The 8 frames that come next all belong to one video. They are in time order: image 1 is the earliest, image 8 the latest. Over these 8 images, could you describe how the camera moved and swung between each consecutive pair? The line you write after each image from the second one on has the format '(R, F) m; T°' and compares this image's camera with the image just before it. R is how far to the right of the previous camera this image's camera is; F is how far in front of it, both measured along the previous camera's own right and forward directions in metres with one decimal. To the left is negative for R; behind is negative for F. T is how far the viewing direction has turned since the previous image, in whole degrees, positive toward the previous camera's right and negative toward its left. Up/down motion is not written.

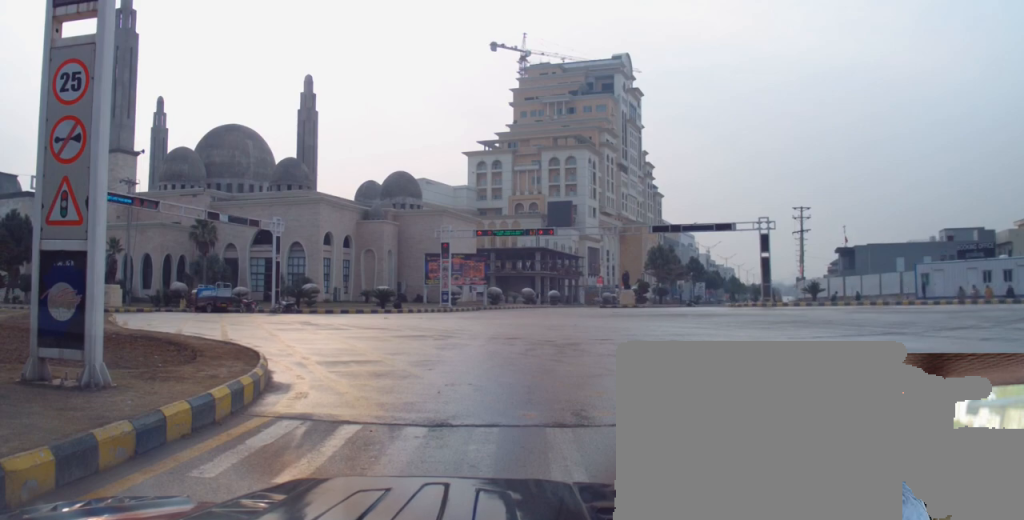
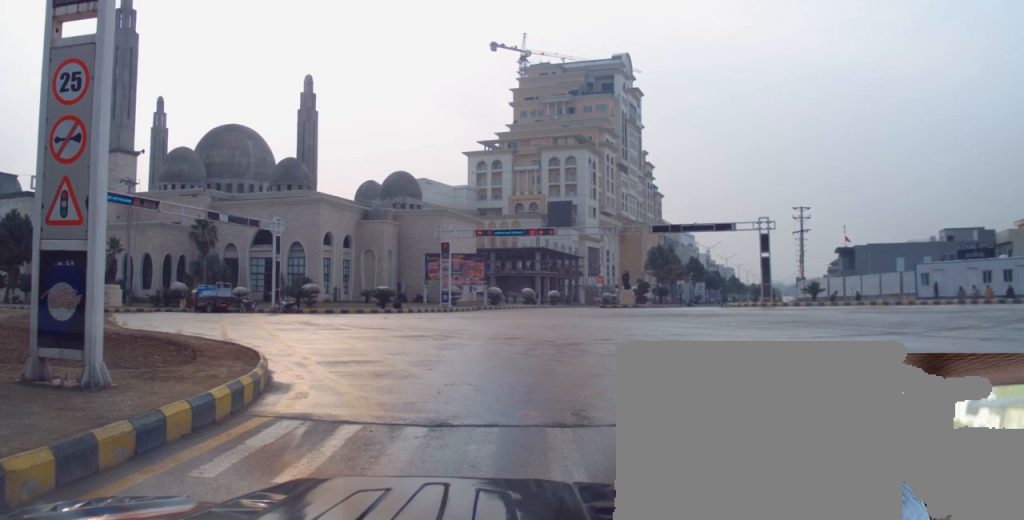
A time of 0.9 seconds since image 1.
(0.0, 0.0) m; 0°
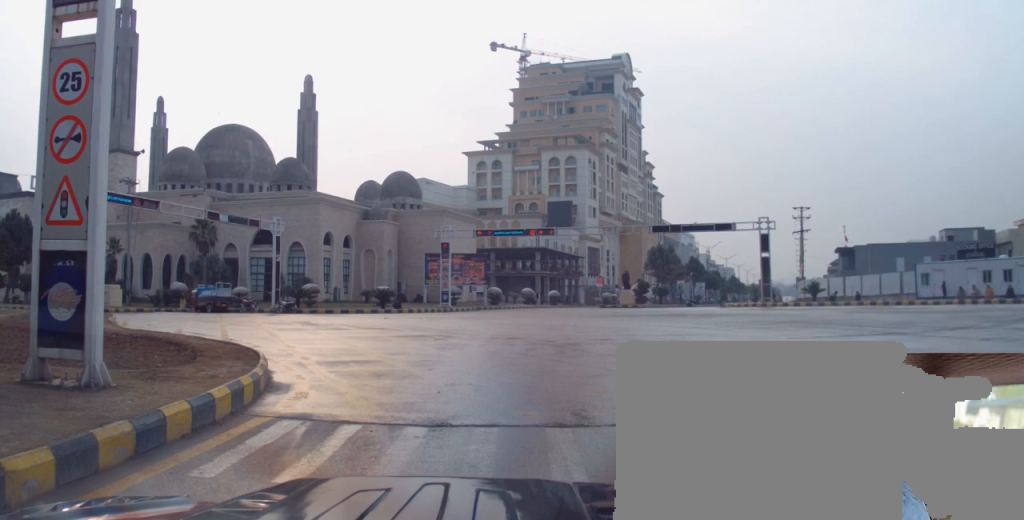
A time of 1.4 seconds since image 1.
(0.0, 0.0) m; 0°
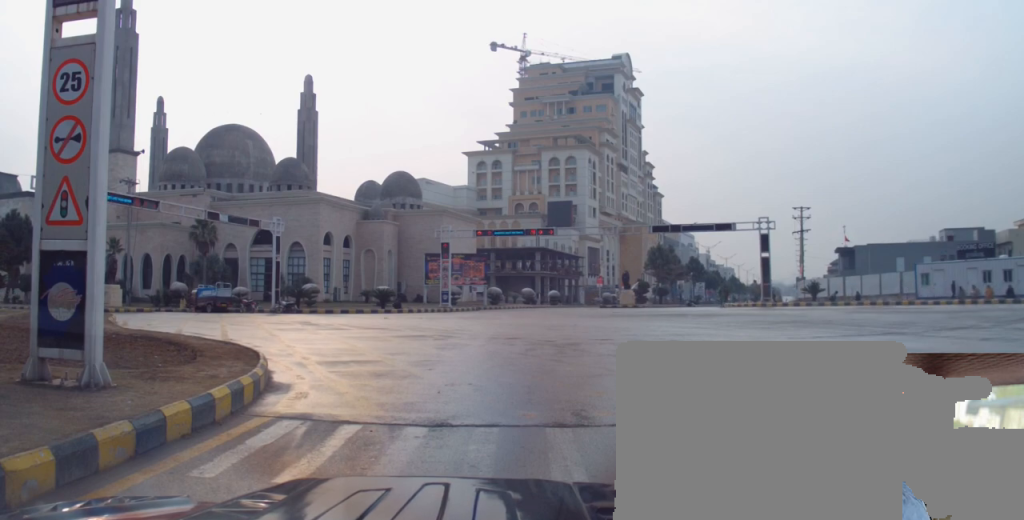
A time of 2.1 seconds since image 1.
(0.0, 0.0) m; 0°
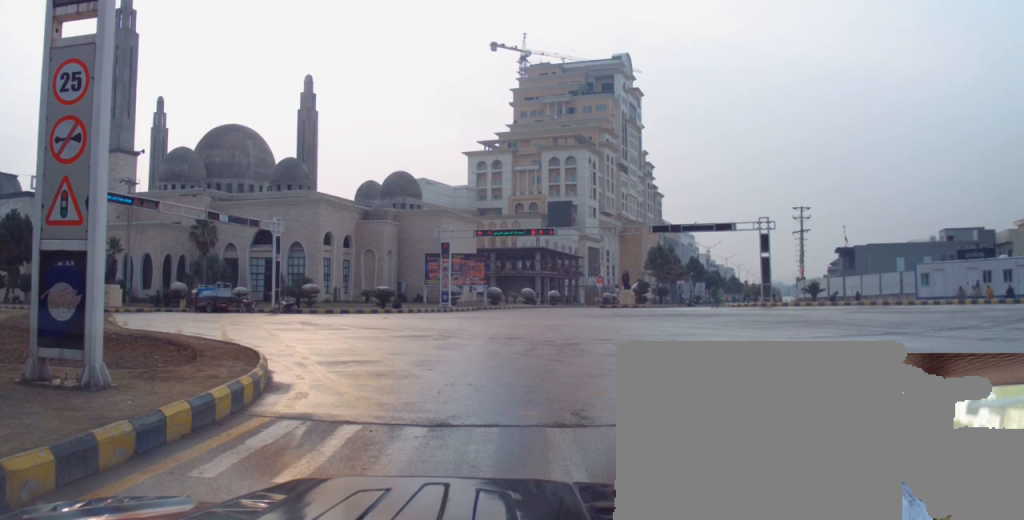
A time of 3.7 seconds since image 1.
(0.0, 0.0) m; 0°
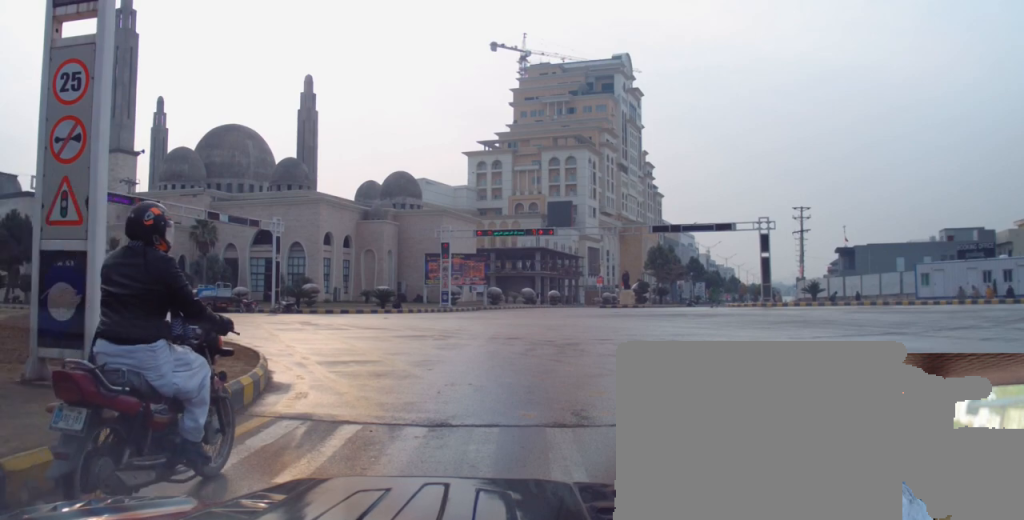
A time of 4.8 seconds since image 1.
(0.0, 0.0) m; 0°
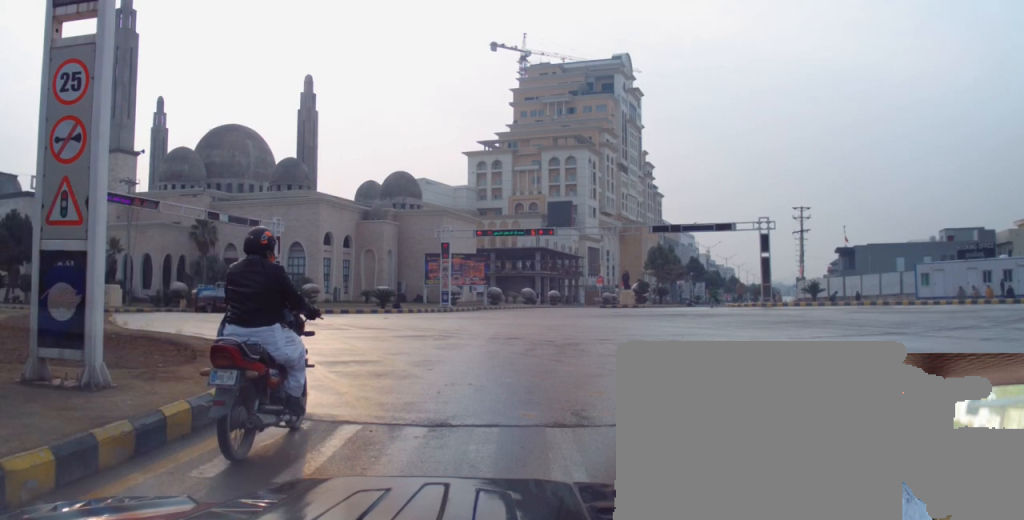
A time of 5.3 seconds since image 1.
(0.0, 0.0) m; 0°
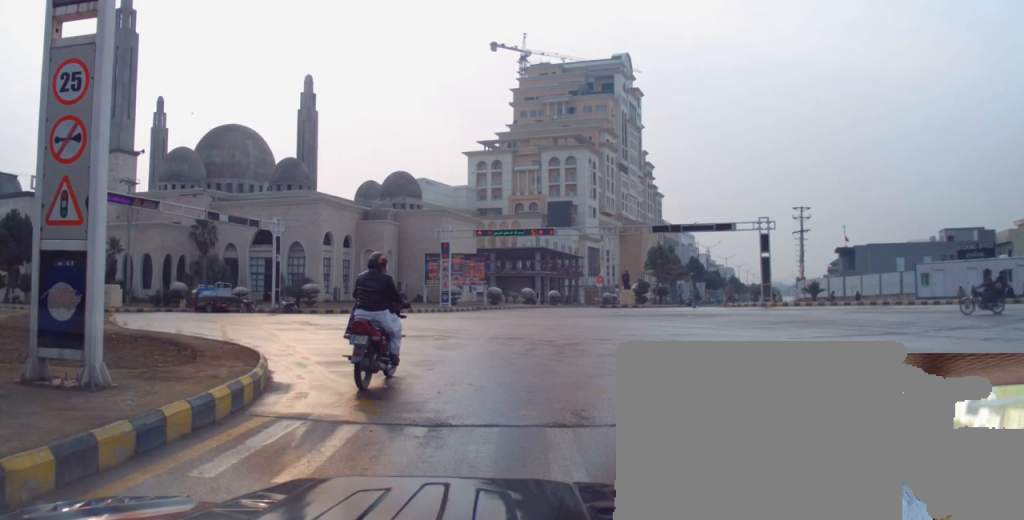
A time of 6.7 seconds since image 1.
(0.0, 0.0) m; 0°
